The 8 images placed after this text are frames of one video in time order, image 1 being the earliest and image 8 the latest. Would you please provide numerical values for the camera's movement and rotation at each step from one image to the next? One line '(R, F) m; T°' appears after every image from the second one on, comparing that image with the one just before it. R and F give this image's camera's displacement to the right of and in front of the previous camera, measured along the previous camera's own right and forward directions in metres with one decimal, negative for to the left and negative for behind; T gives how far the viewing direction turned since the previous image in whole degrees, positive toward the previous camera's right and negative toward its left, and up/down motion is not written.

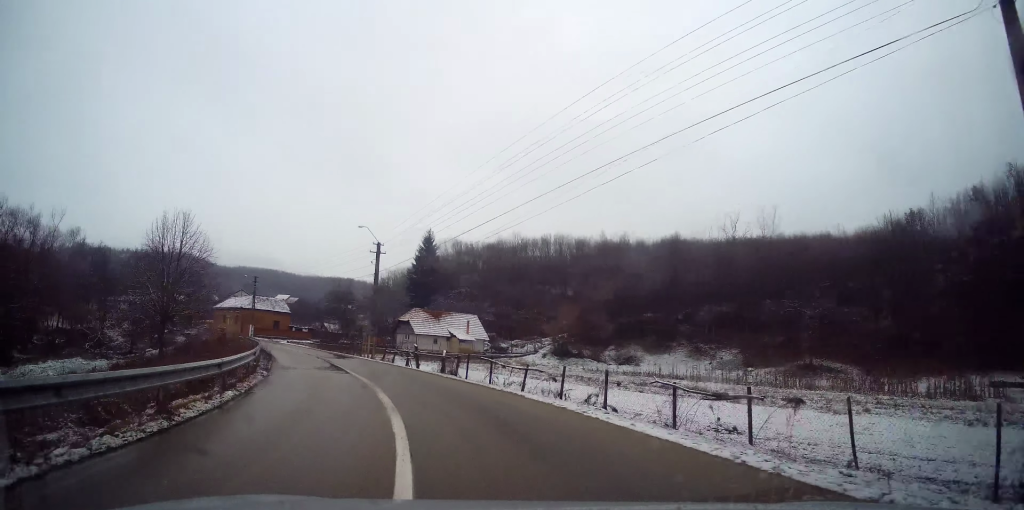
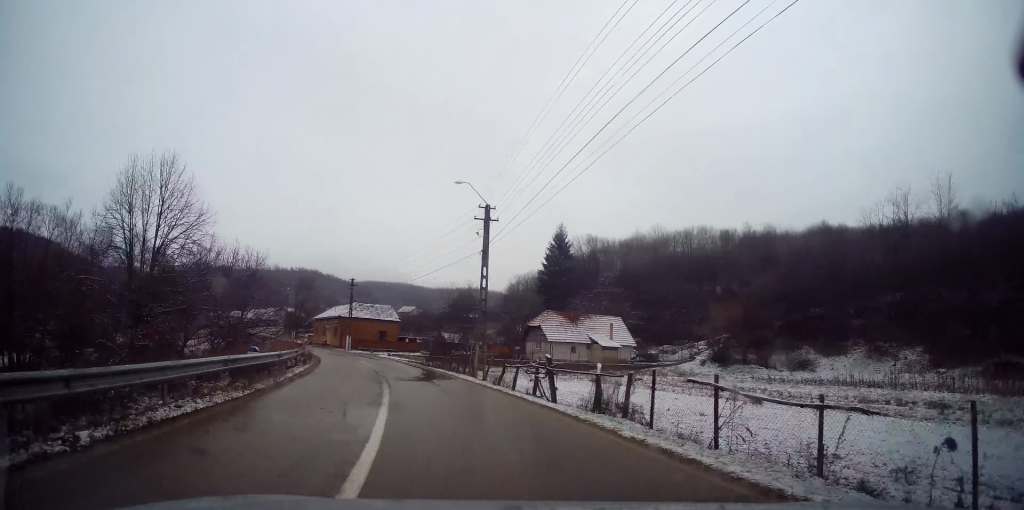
(-1.6, +12.5) m; -13°
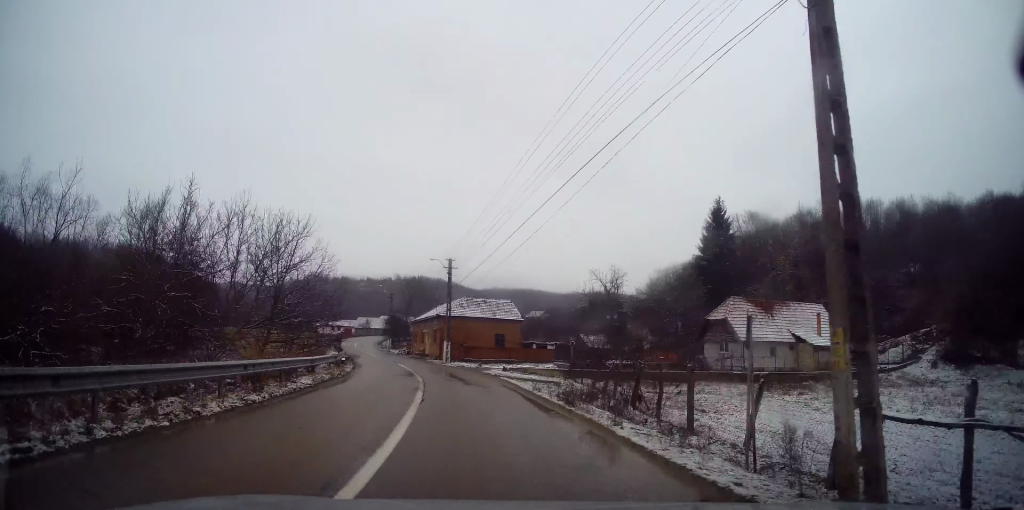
(-2.9, +18.8) m; -14°
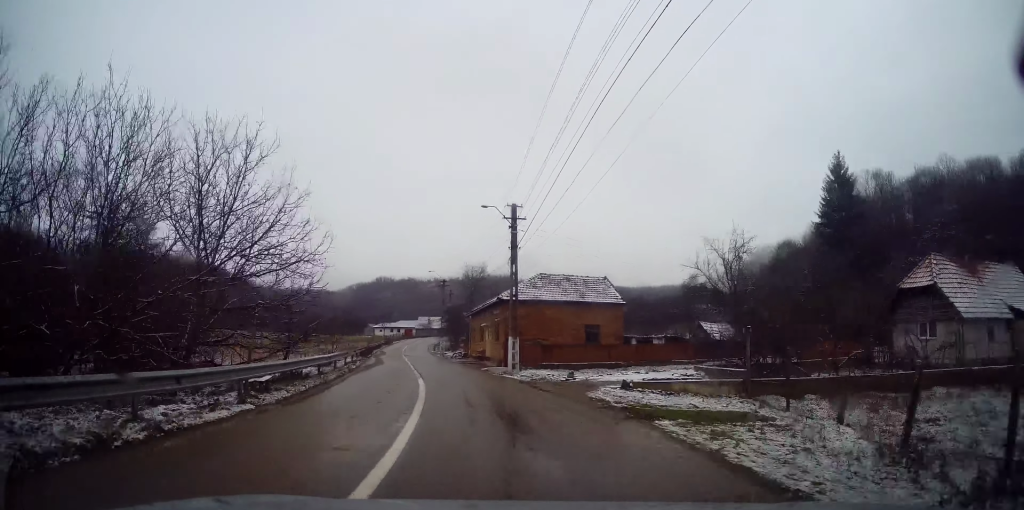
(-0.7, +15.7) m; -7°
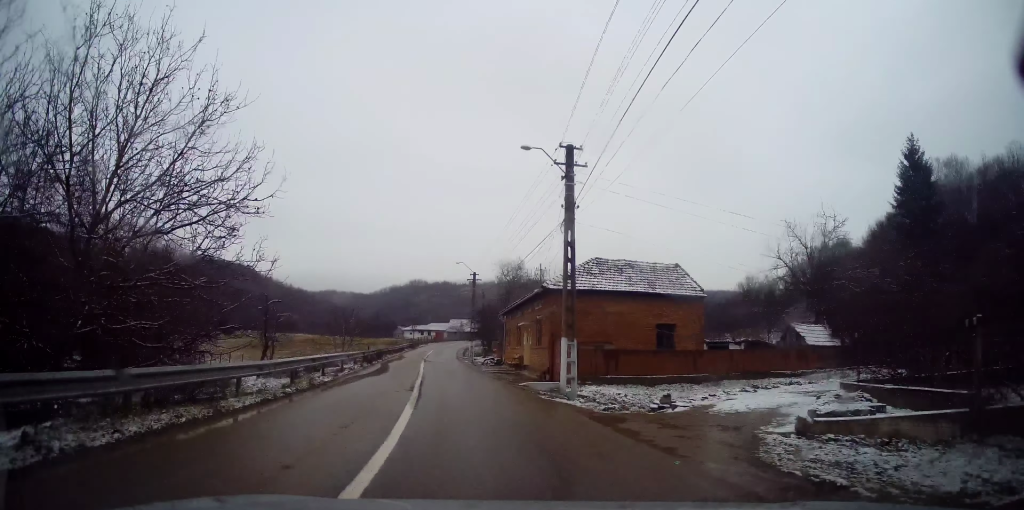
(-0.2, +8.3) m; -4°
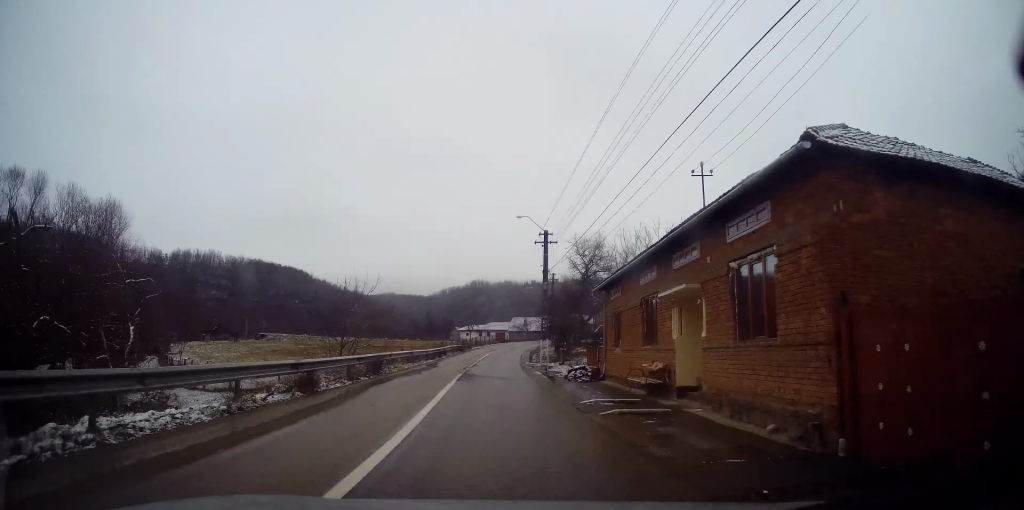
(-1.6, +17.5) m; -7°
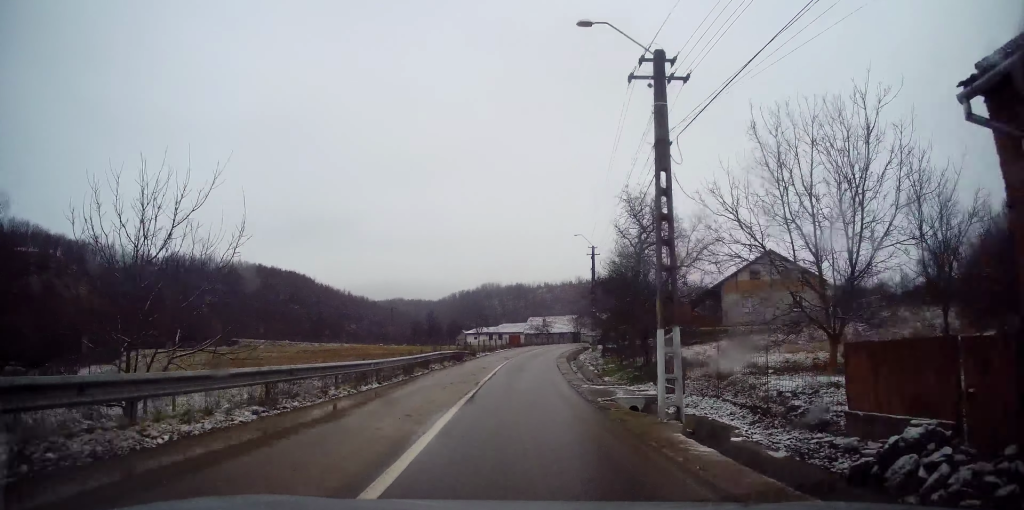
(-0.5, +19.5) m; -1°
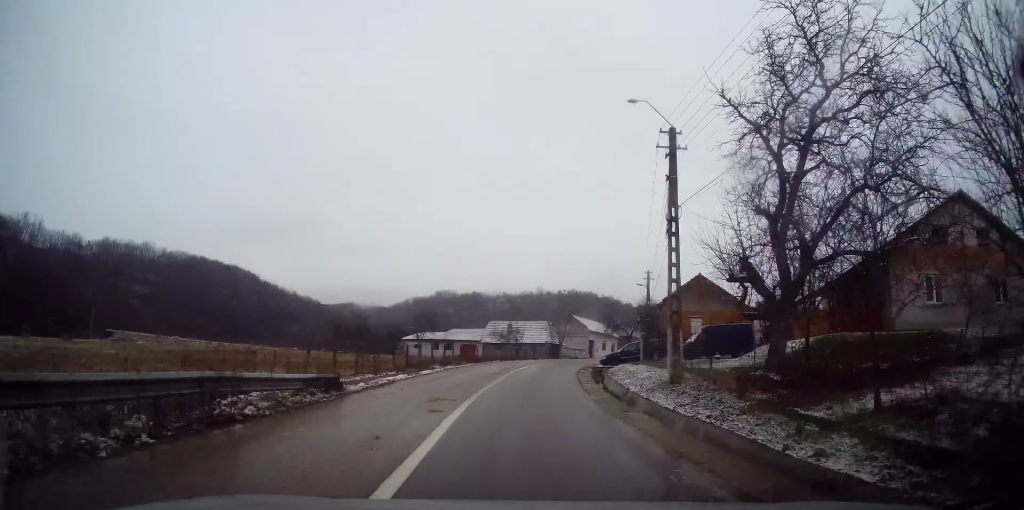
(+0.6, +27.4) m; +4°
